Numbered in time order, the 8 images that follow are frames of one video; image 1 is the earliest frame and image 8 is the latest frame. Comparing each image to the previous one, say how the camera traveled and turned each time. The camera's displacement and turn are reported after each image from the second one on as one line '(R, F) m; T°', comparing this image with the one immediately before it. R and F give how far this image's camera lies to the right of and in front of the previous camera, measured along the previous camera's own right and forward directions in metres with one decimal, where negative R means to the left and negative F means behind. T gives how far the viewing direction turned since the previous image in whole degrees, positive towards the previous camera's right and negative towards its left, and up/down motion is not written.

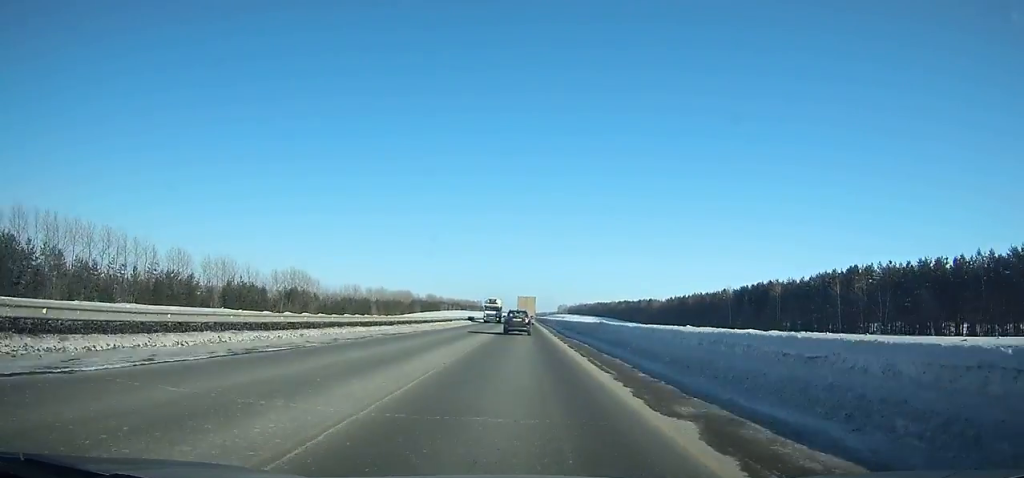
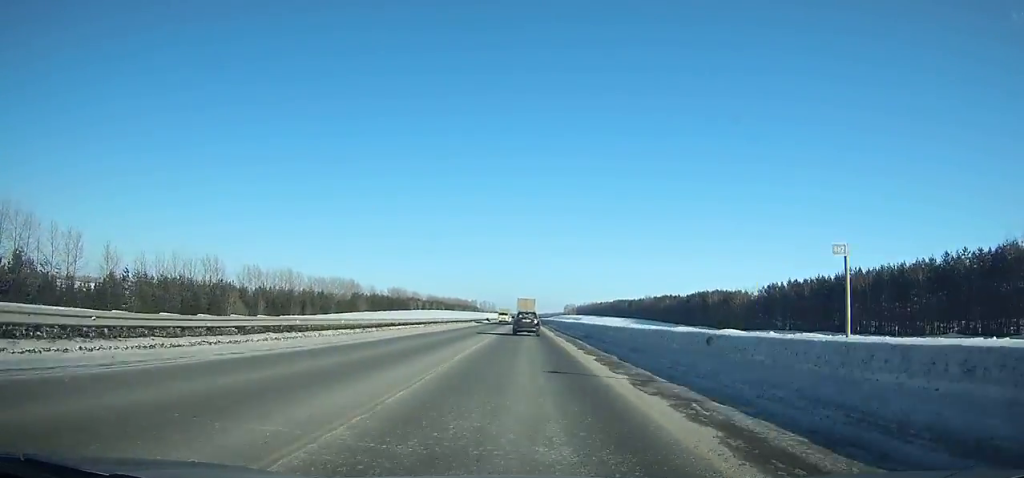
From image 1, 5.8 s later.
(-0.3, +125.3) m; 0°
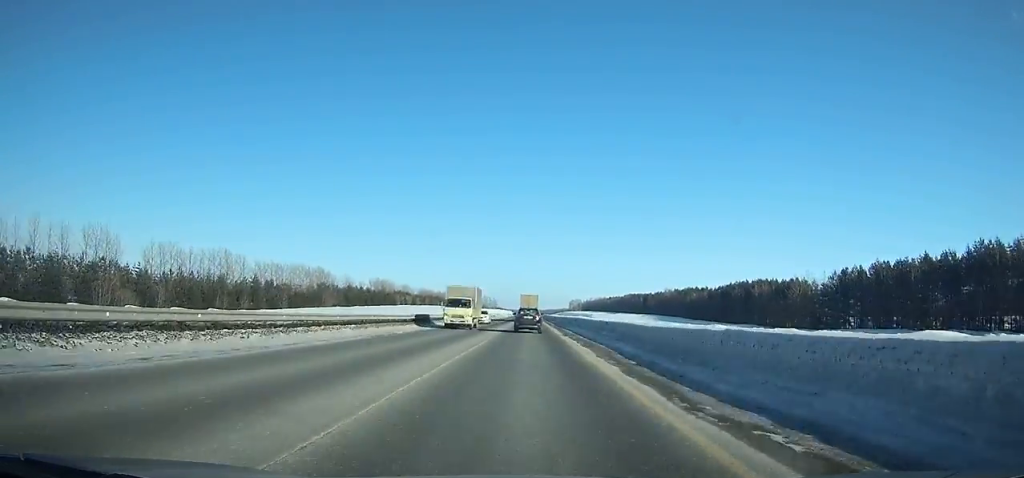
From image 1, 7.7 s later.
(+0.1, +44.0) m; 0°
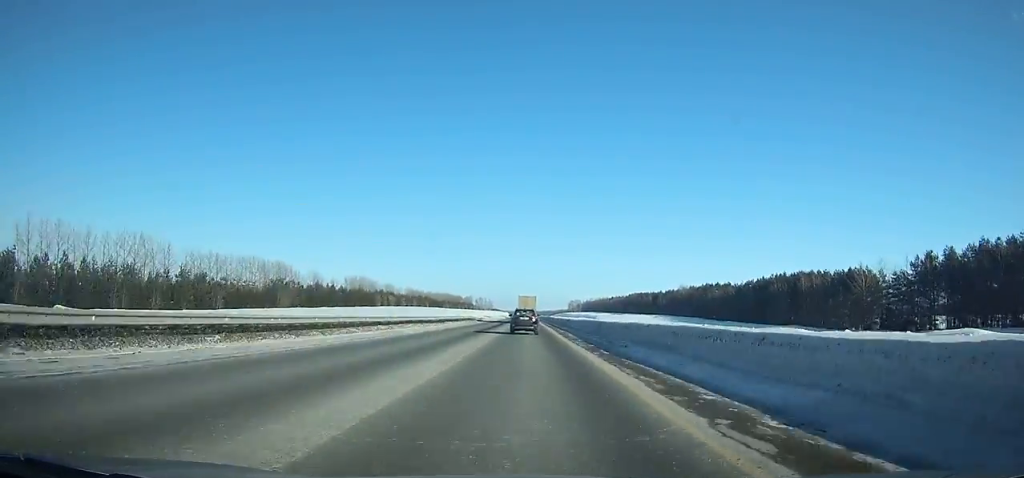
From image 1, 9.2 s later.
(+0.1, +35.1) m; 0°
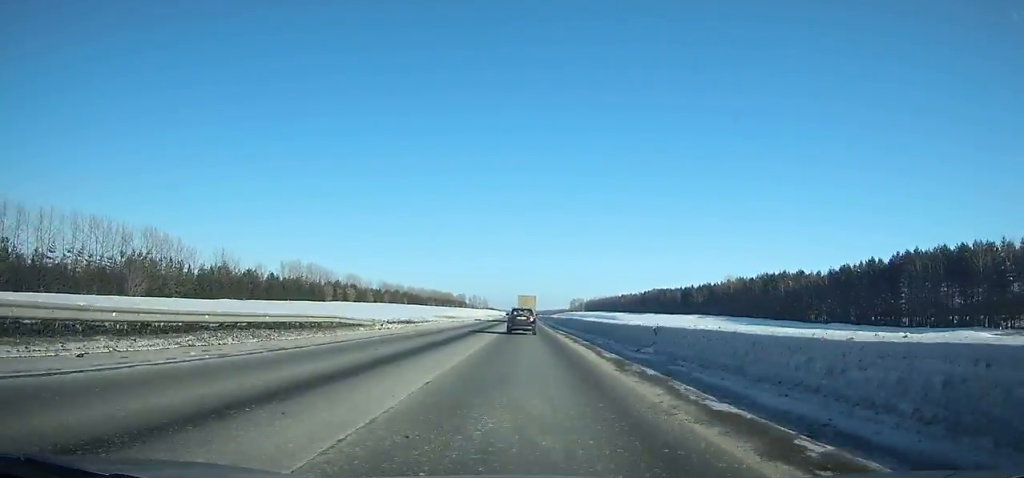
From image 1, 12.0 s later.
(-0.3, +65.5) m; 0°
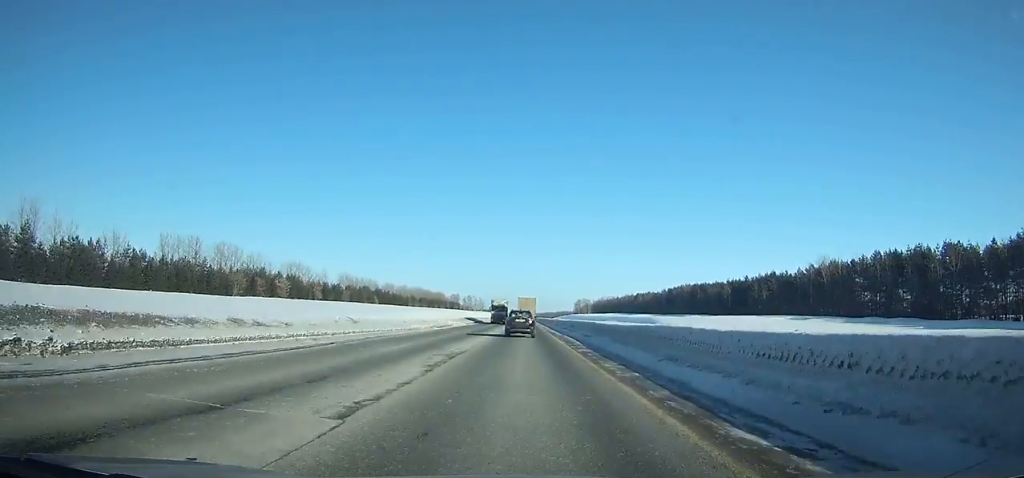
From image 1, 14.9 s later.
(0.0, +66.2) m; 0°
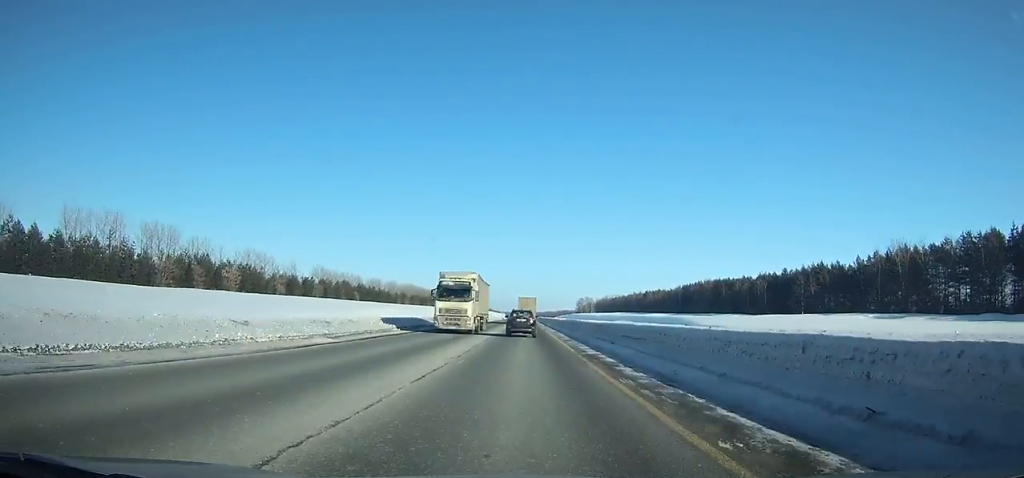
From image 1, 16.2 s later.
(+0.1, +28.8) m; 0°
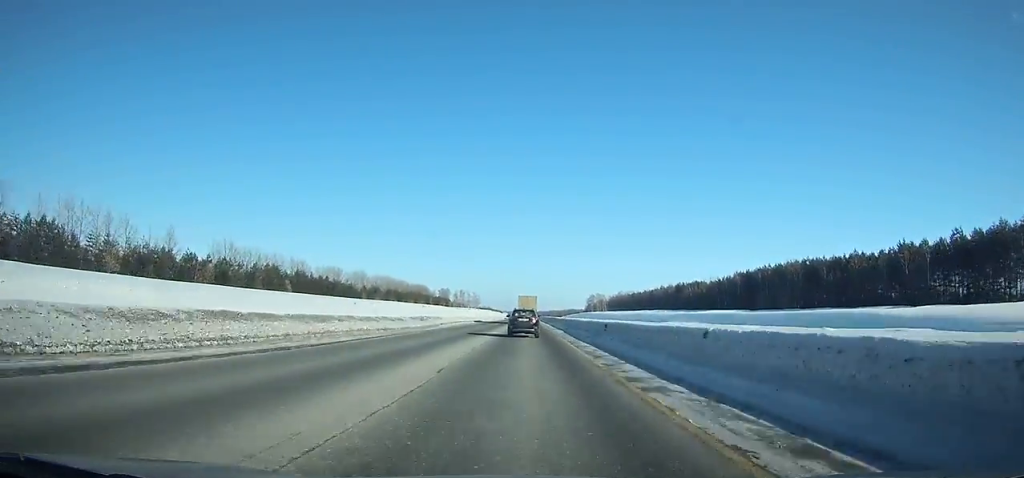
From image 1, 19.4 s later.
(+0.1, +70.3) m; 0°
